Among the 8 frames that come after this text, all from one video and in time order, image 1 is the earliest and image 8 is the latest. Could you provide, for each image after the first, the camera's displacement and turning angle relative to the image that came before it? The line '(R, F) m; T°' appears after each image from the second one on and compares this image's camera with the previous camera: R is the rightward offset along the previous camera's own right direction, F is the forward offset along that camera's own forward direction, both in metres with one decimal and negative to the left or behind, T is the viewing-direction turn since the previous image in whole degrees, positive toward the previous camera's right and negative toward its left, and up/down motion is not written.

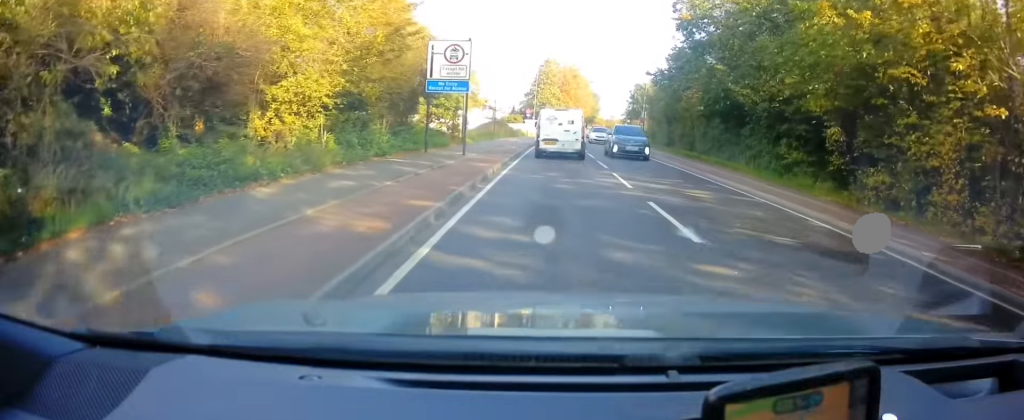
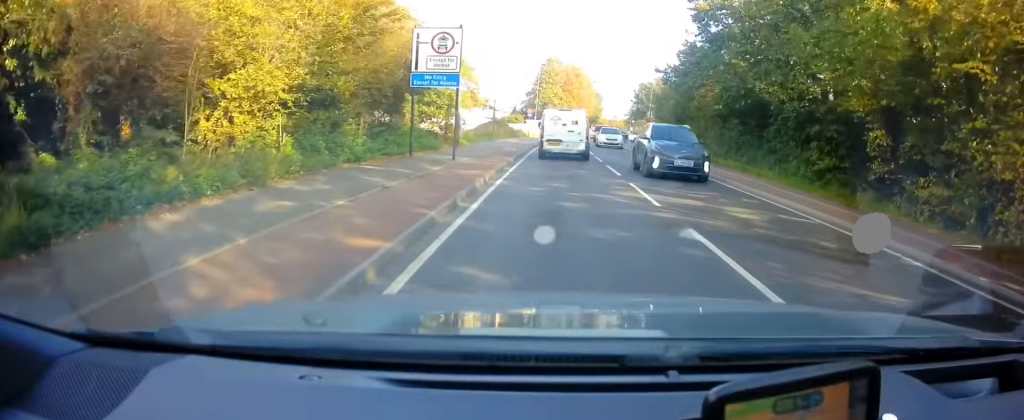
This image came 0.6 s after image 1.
(0.0, +2.8) m; 0°
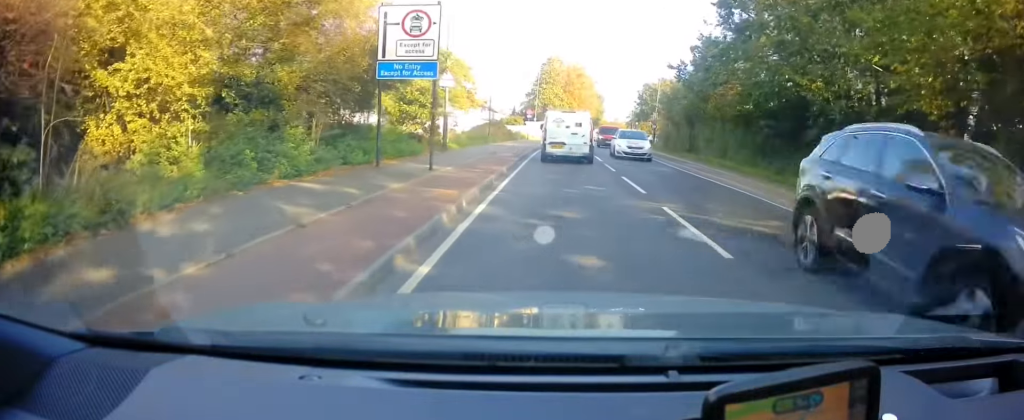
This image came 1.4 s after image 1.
(0.0, +3.9) m; +3°
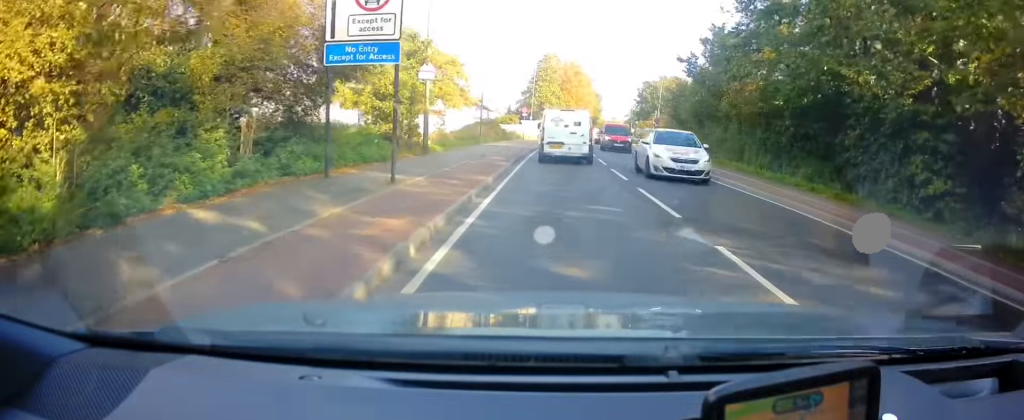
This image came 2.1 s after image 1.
(+0.2, +3.4) m; +1°
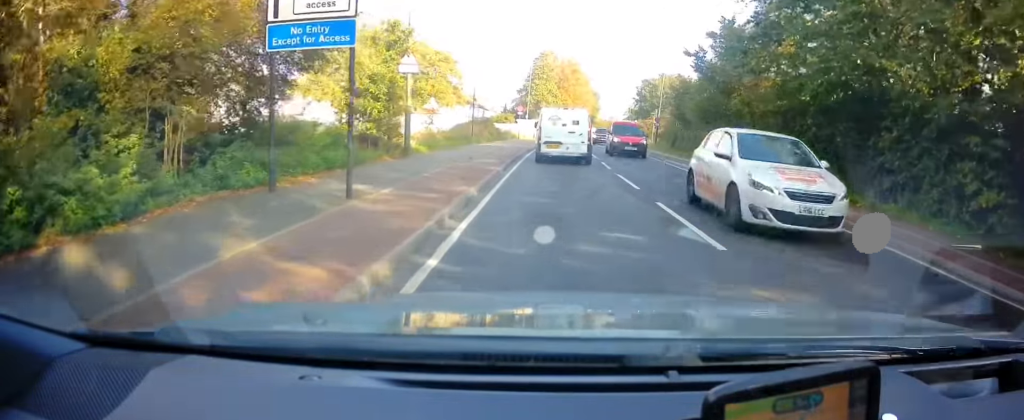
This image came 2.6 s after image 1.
(+0.1, +2.5) m; 0°
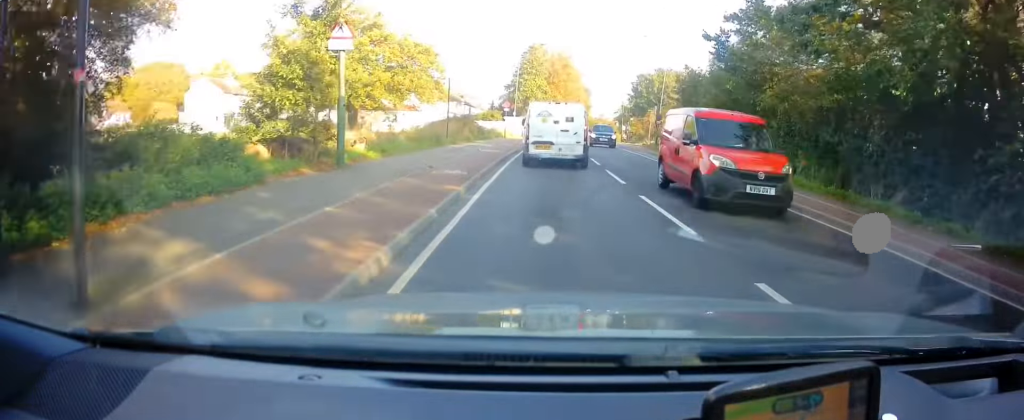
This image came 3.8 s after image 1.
(-0.2, +5.7) m; -1°
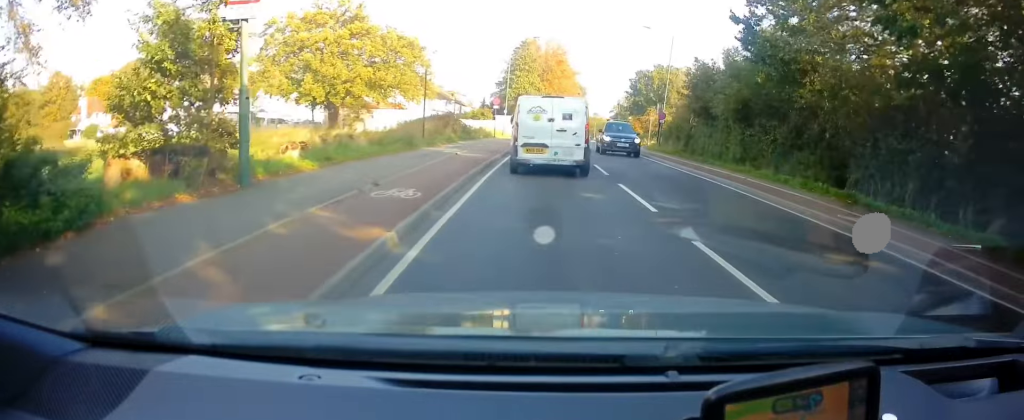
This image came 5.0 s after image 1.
(0.0, +5.0) m; -2°
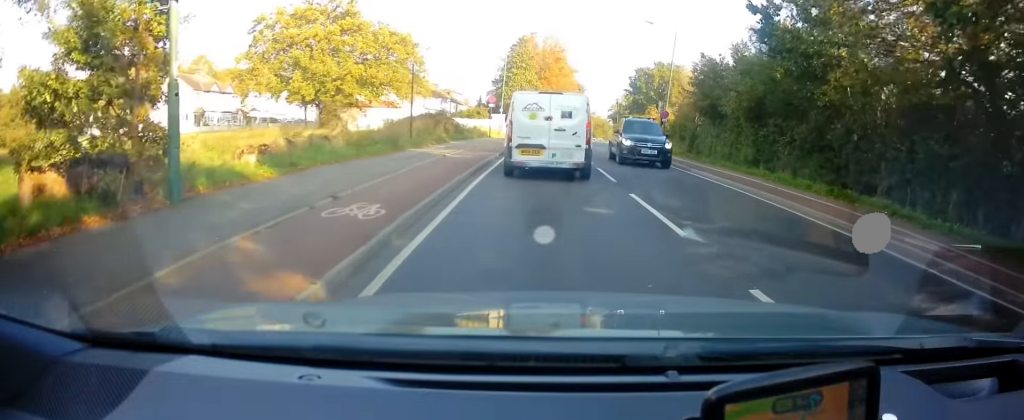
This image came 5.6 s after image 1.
(0.0, +2.5) m; -3°
